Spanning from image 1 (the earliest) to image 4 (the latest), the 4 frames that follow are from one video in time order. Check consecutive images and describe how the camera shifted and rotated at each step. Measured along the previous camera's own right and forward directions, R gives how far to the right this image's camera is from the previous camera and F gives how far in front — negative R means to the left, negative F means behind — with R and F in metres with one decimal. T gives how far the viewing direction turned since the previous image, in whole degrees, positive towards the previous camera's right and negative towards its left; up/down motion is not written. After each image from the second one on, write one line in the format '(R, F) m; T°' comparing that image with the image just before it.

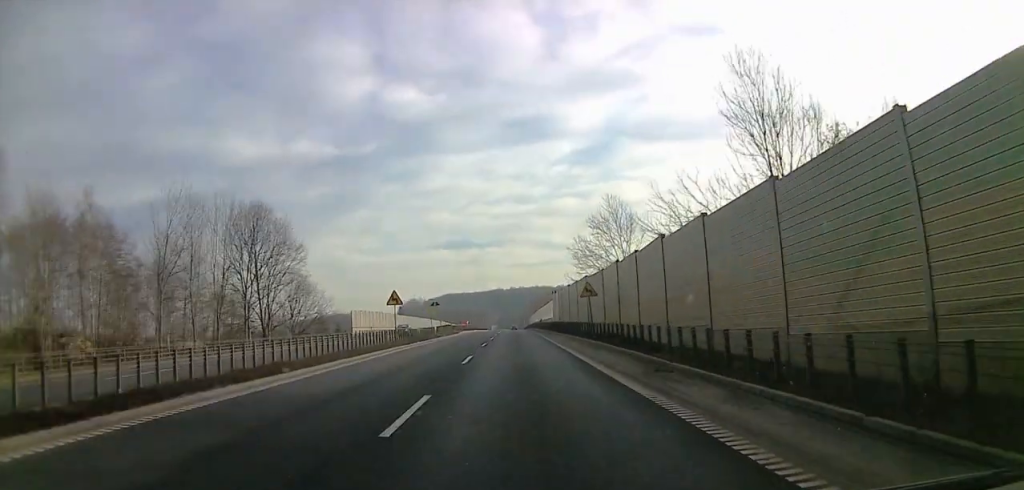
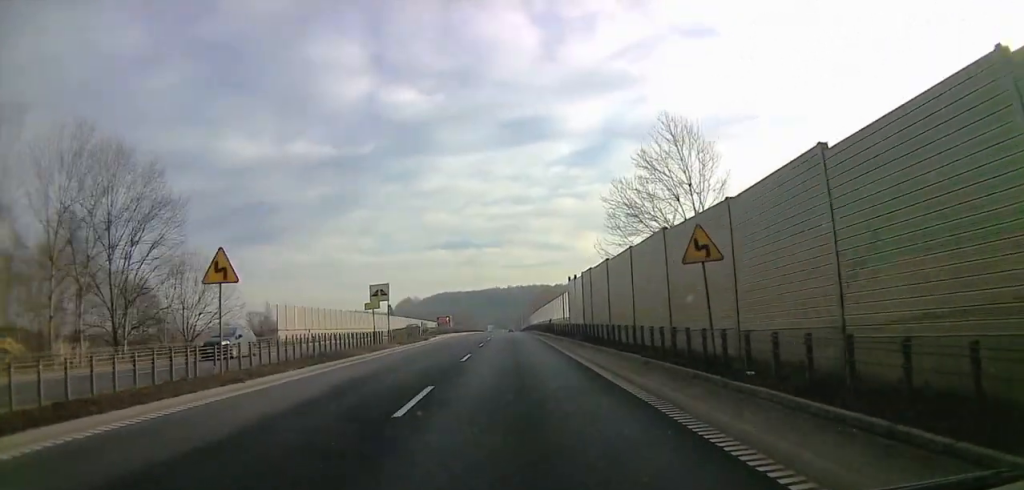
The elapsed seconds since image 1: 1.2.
(+0.6, +24.1) m; +5°
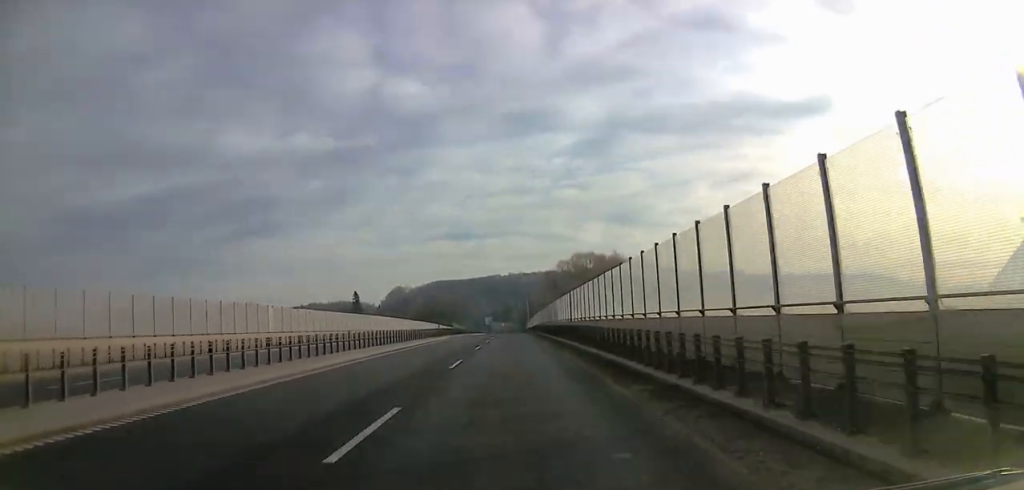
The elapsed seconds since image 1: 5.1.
(+7.9, +77.1) m; +8°
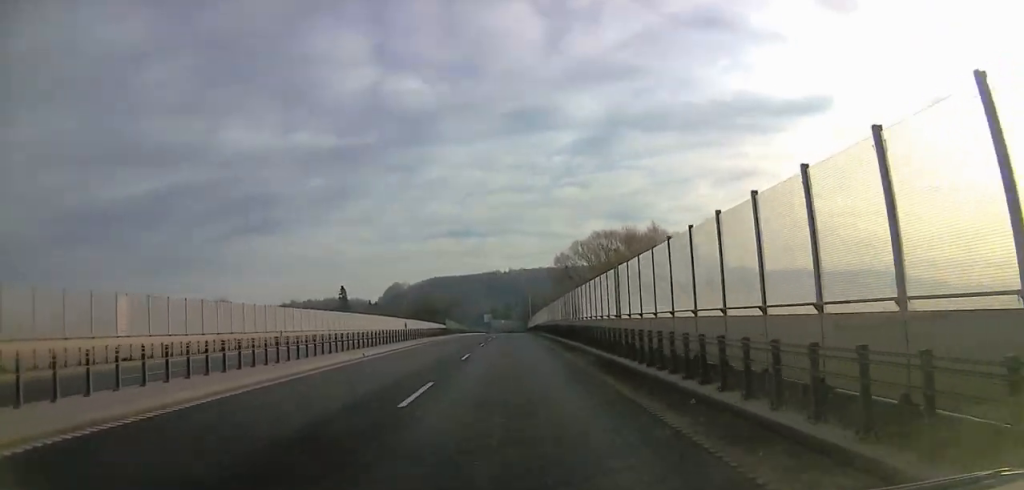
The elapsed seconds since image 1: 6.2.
(-1.4, +20.3) m; -4°
